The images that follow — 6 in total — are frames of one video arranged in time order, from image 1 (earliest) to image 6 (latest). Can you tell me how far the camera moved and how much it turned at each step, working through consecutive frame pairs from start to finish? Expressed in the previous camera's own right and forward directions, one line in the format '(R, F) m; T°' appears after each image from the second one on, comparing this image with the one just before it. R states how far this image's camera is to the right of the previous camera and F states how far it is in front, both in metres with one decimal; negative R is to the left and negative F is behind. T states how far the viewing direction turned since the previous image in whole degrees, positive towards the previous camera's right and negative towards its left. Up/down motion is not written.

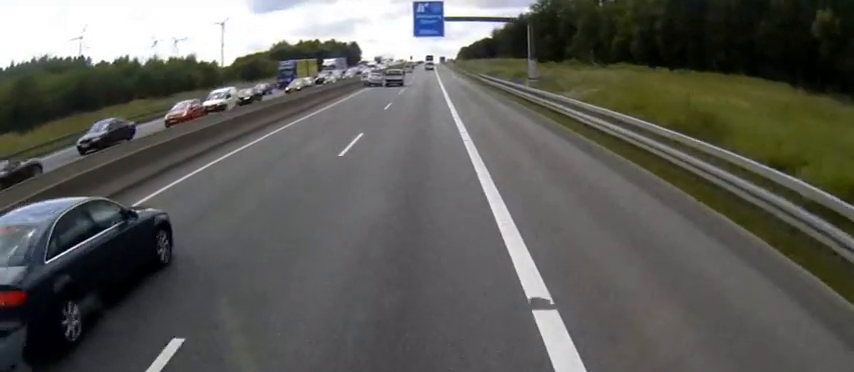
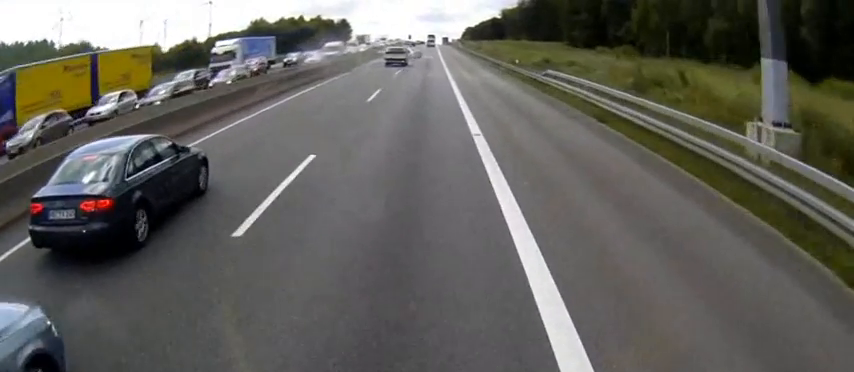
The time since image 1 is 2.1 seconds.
(+0.1, +43.6) m; +1°
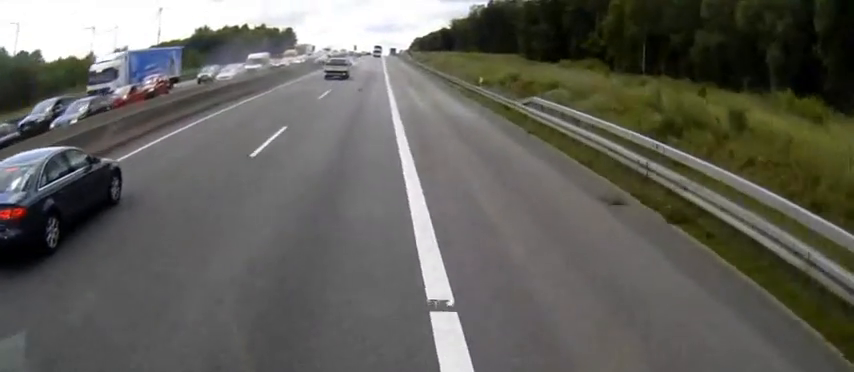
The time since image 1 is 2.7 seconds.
(+0.1, +11.2) m; 0°
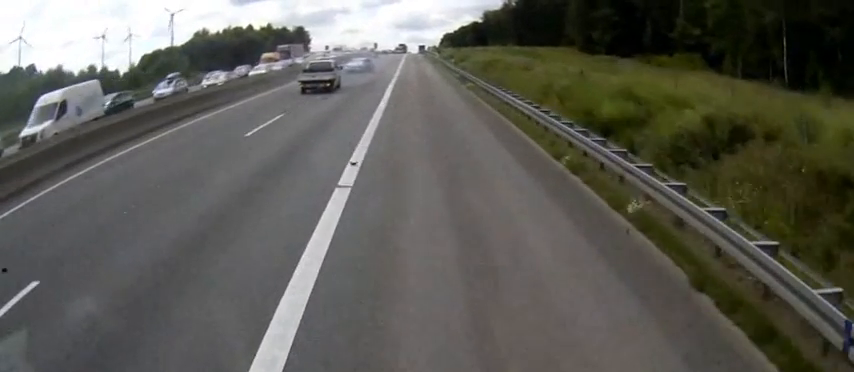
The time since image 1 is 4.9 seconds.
(+0.2, +32.7) m; -1°
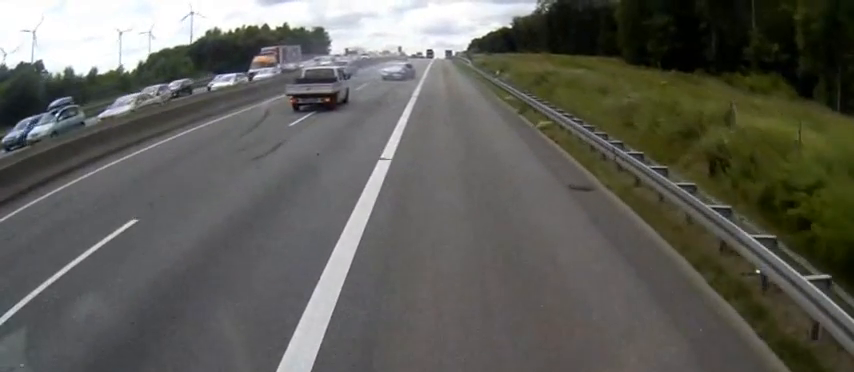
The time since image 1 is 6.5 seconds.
(-0.2, +15.3) m; -1°
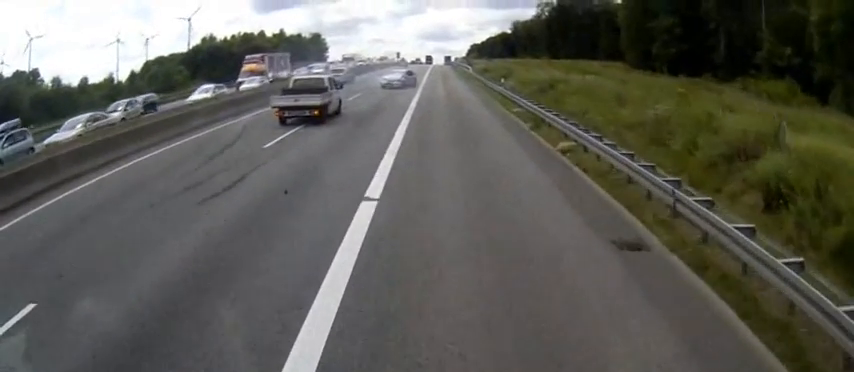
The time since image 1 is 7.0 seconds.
(0.0, +3.4) m; 0°
